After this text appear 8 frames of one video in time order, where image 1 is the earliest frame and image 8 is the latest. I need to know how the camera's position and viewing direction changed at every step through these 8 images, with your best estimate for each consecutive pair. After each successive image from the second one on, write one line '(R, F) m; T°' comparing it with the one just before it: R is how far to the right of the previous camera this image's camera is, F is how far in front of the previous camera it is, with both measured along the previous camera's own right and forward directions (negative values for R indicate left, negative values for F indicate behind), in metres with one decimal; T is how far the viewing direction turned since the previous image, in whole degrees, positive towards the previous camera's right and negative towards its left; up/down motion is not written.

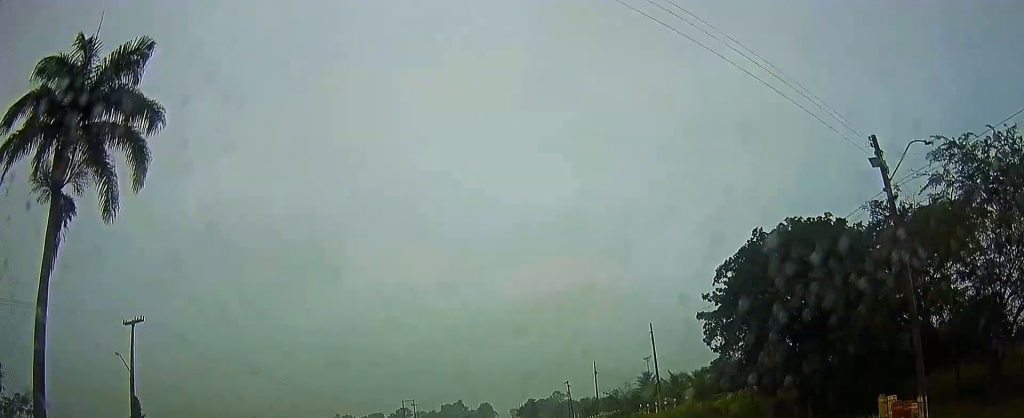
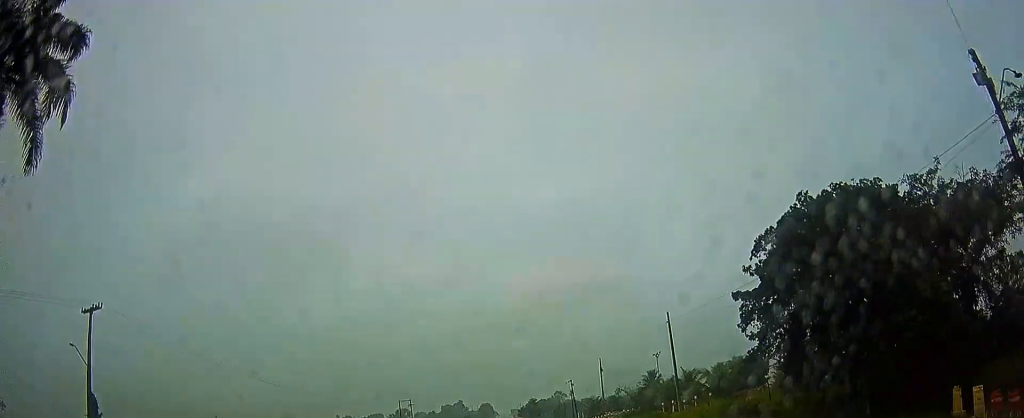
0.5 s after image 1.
(+0.2, +4.7) m; 0°
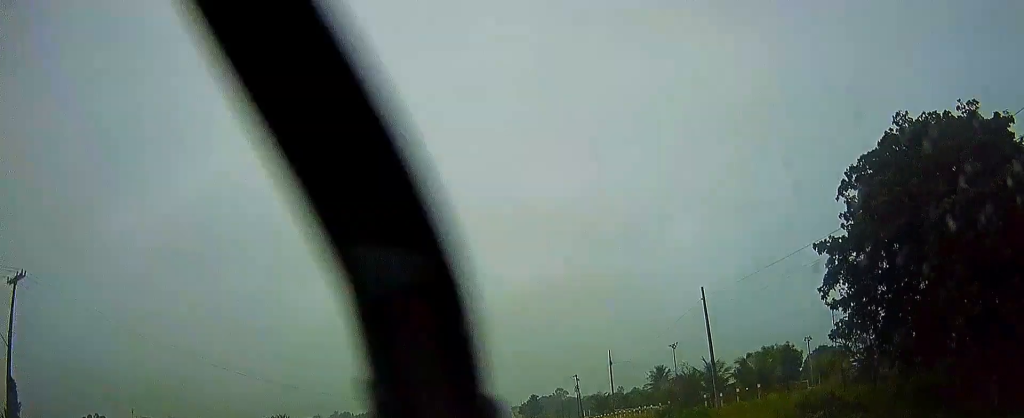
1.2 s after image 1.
(+0.2, +7.2) m; 0°
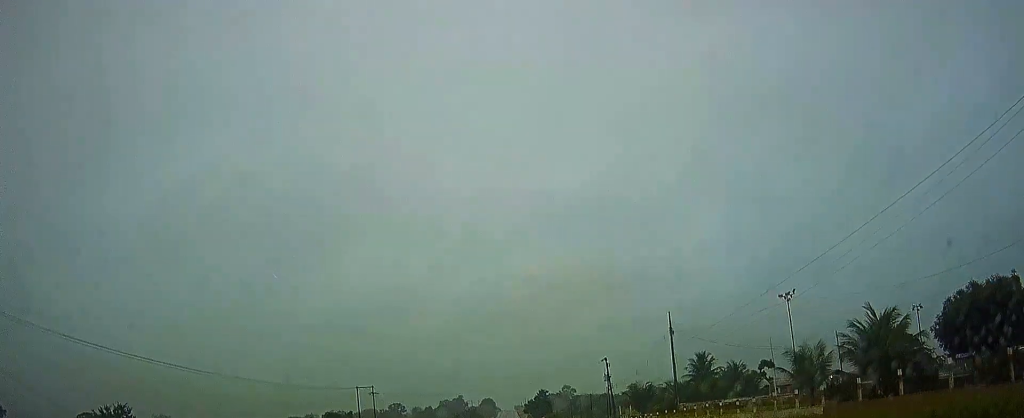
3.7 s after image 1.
(-0.5, +28.8) m; -1°
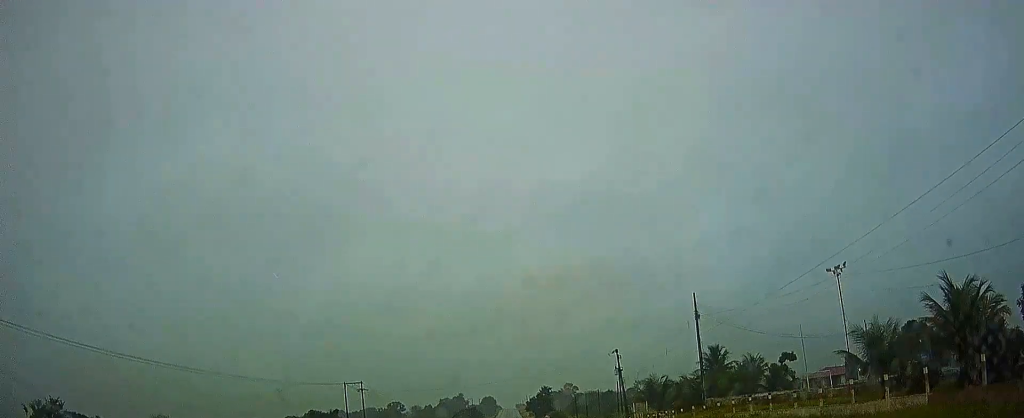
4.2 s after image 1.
(0.0, +6.9) m; -1°
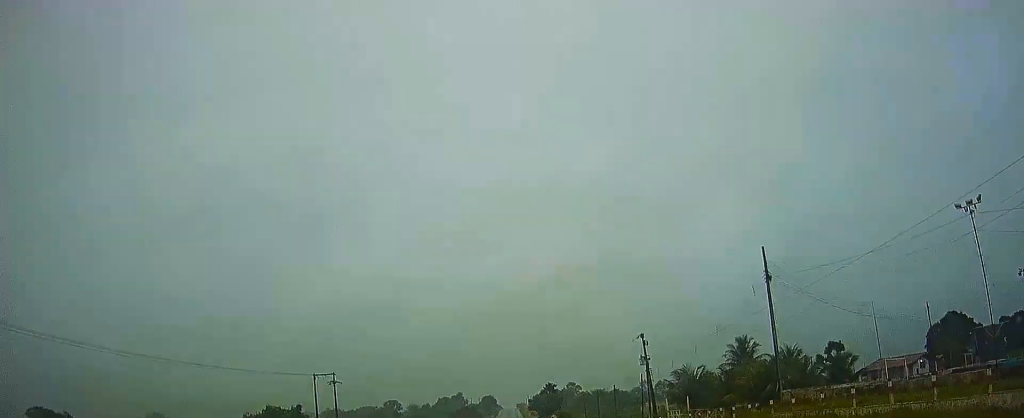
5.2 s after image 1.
(-0.2, +12.6) m; -1°
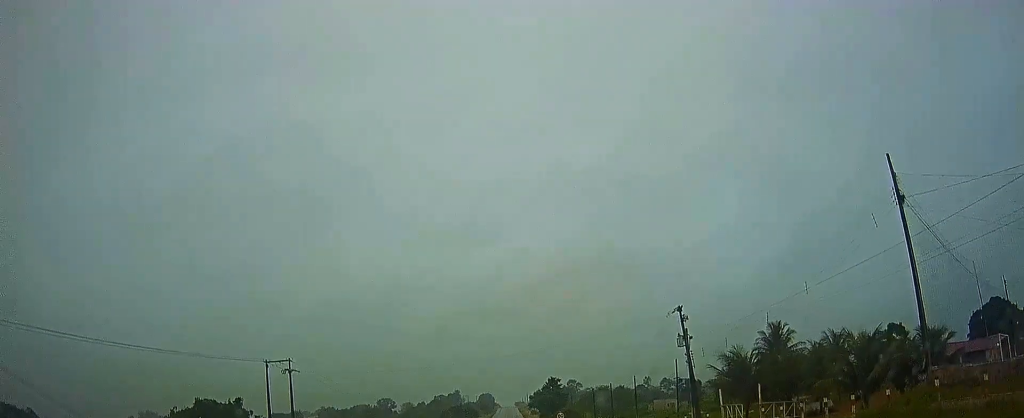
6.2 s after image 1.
(0.0, +12.8) m; +1°
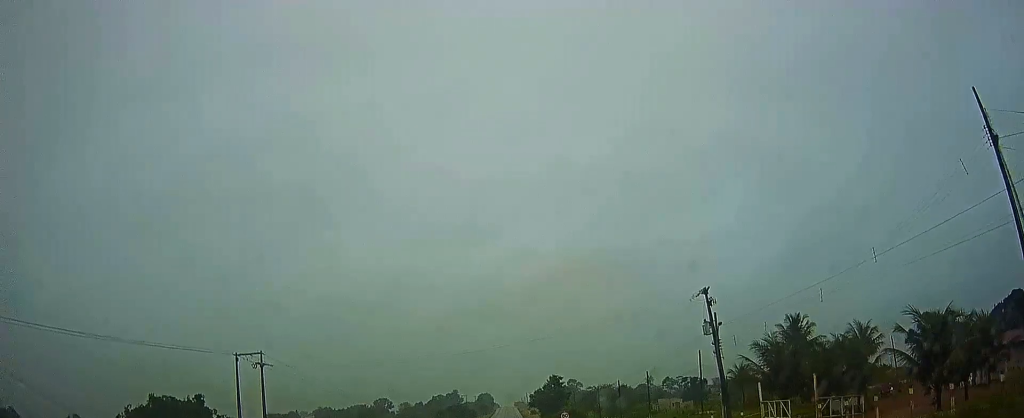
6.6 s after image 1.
(+0.1, +6.0) m; 0°
